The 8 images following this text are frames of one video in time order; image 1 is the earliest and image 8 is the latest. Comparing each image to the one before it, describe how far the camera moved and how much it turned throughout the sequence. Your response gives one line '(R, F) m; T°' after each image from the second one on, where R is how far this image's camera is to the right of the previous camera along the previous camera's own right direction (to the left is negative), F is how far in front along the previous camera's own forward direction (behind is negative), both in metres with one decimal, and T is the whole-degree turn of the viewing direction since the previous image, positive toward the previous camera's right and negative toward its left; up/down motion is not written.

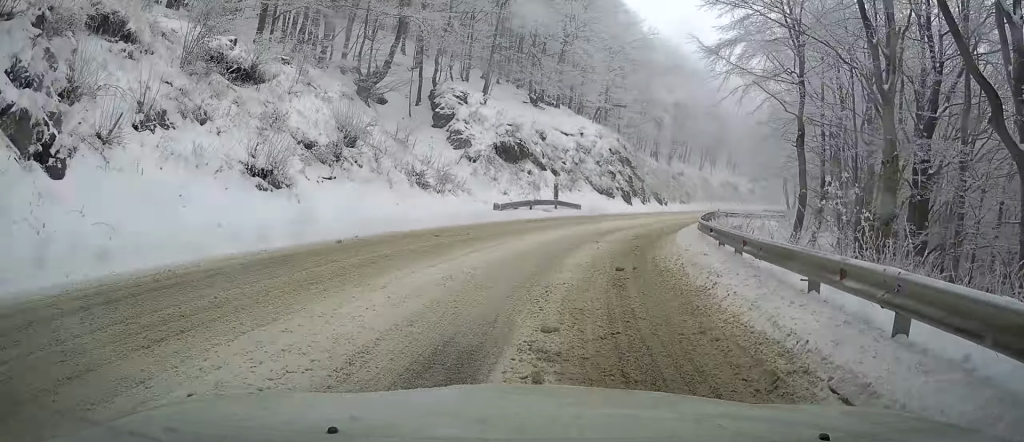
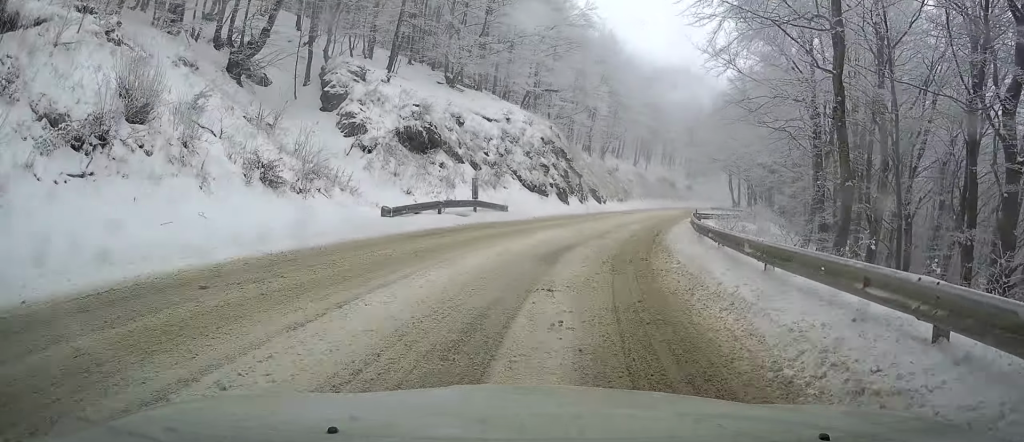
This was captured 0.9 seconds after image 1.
(+0.3, +9.2) m; +4°
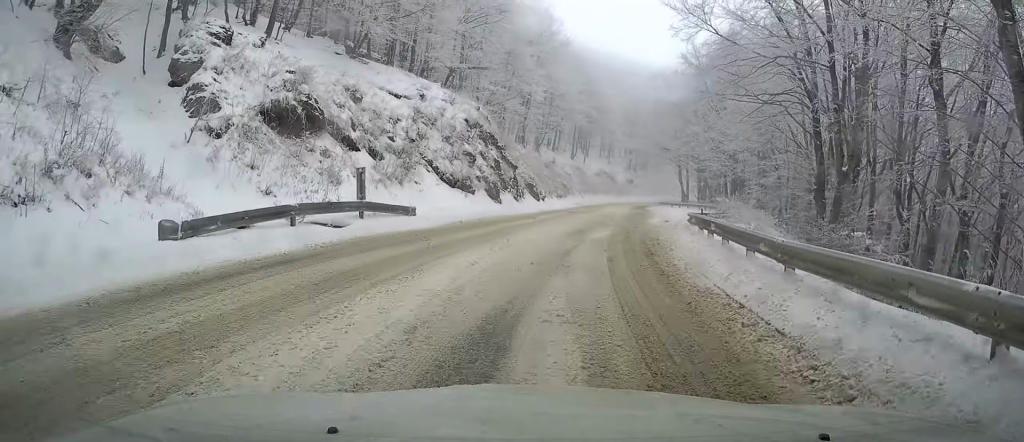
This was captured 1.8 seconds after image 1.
(+0.3, +9.9) m; +5°
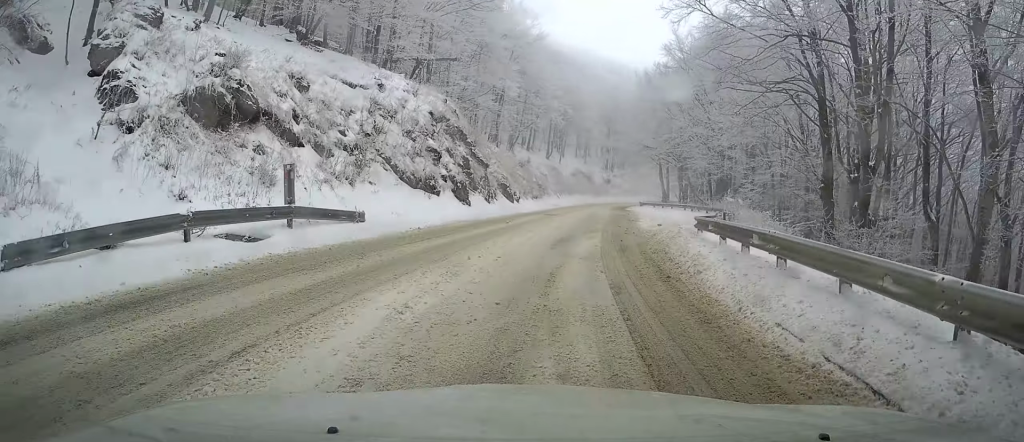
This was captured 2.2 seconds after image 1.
(+0.1, +4.2) m; +2°
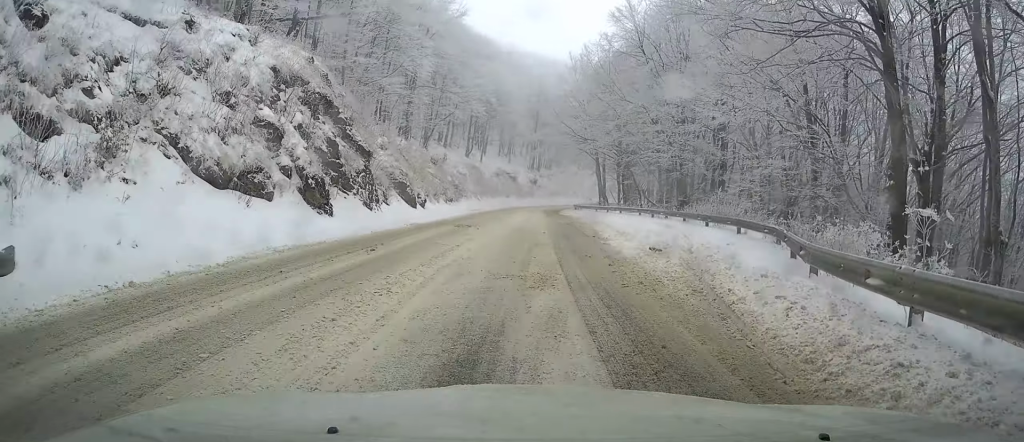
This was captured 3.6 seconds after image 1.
(+0.7, +13.4) m; +6°
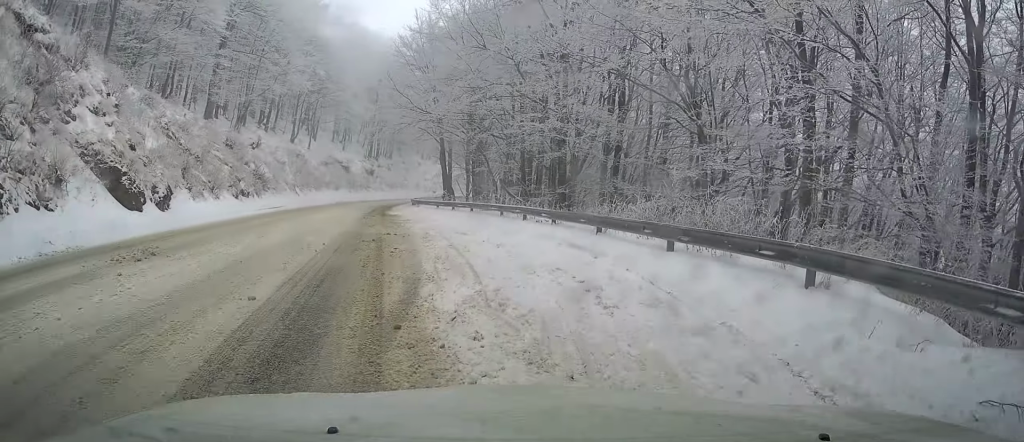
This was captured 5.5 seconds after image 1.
(+1.0, +15.0) m; +5°
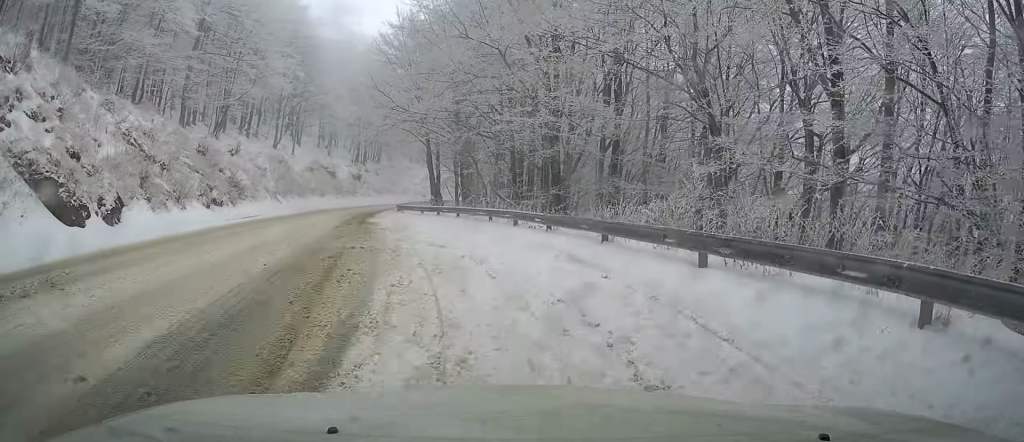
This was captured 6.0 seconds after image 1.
(0.0, +2.8) m; +1°
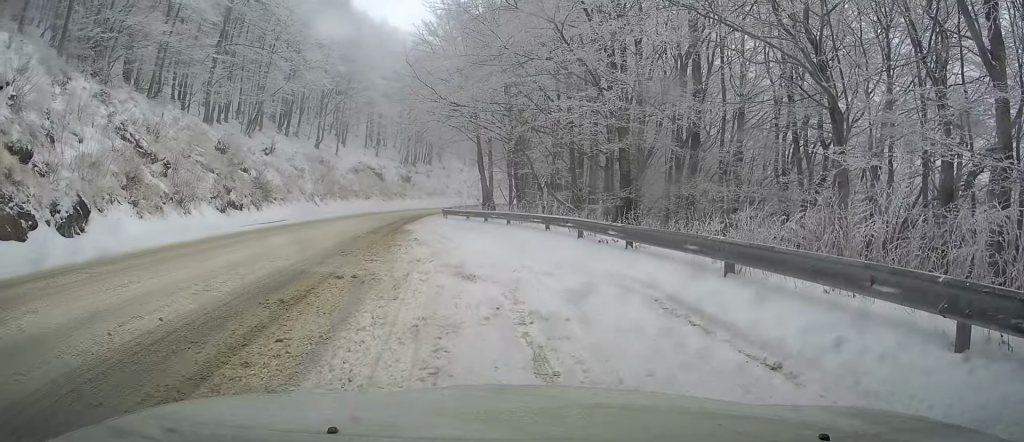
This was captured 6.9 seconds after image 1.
(0.0, +5.0) m; +2°
